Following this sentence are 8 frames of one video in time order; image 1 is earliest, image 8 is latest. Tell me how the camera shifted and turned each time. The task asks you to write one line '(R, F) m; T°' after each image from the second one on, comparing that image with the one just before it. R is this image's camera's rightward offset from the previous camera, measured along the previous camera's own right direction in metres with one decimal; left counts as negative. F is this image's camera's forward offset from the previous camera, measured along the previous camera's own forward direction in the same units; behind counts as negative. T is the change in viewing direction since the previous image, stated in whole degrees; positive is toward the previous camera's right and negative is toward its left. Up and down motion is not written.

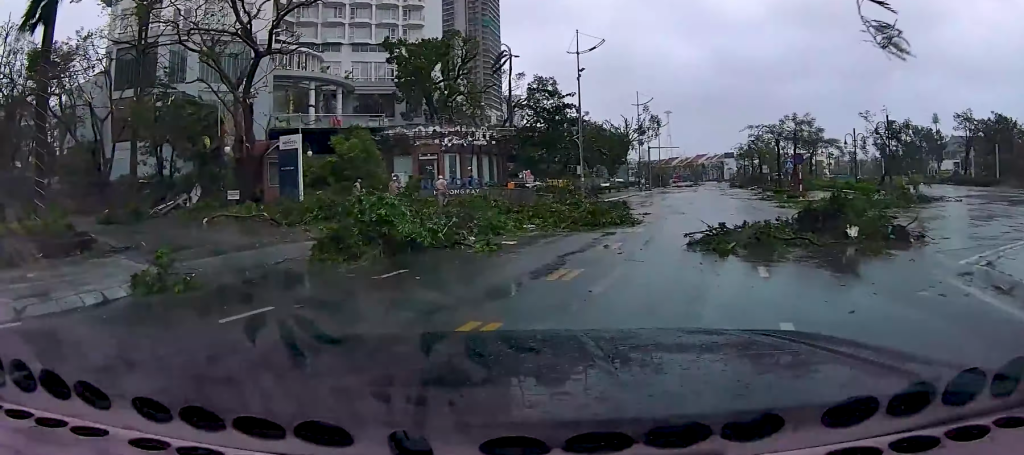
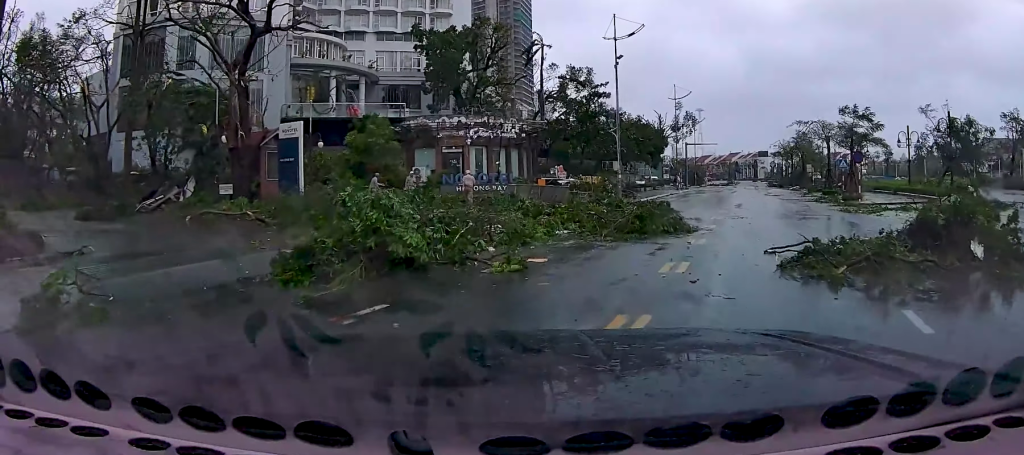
(0.0, +3.6) m; +1°
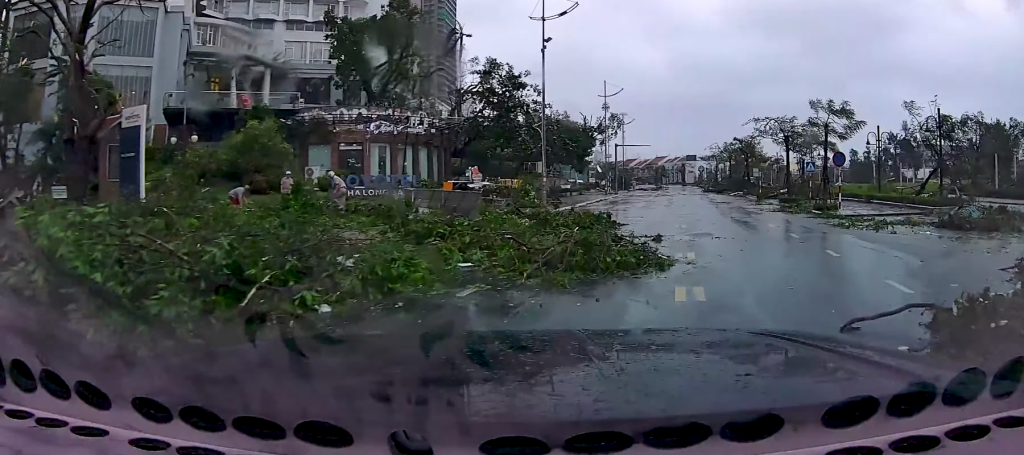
(+0.3, +6.0) m; +11°
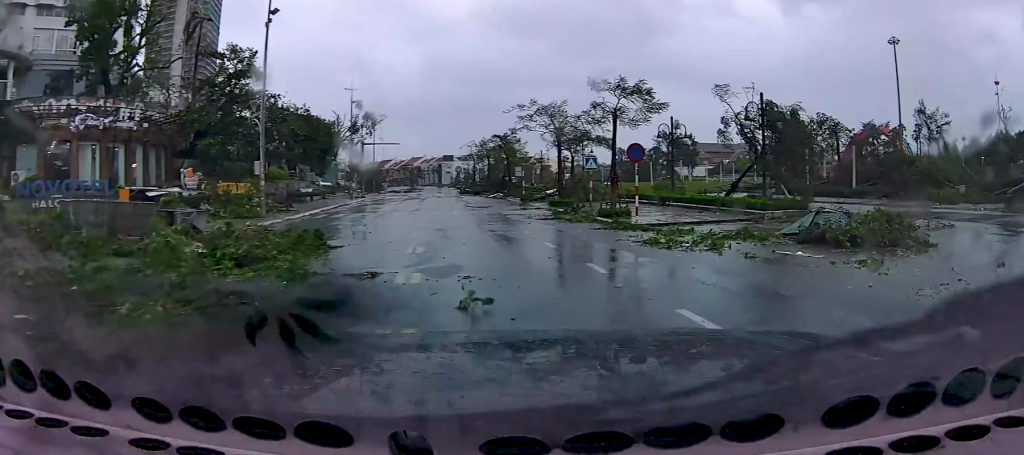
(+1.3, +6.2) m; +20°
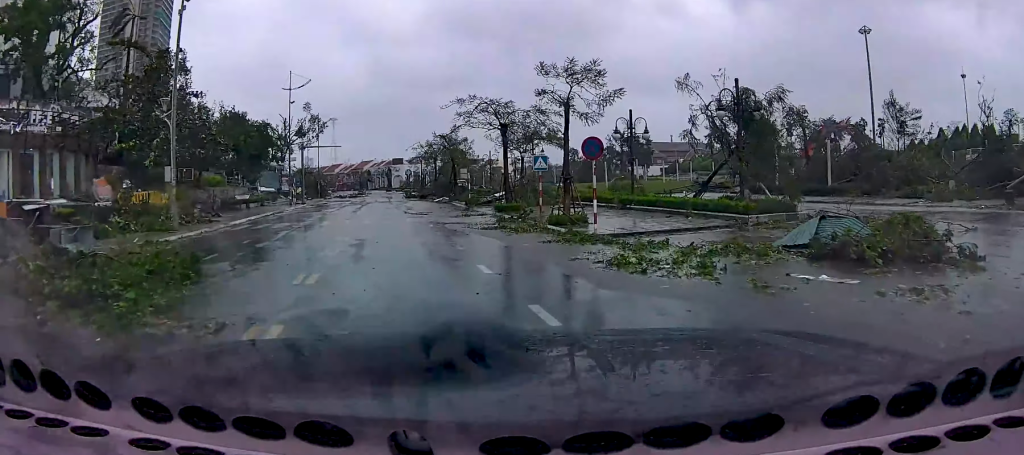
(+0.2, +3.4) m; +3°
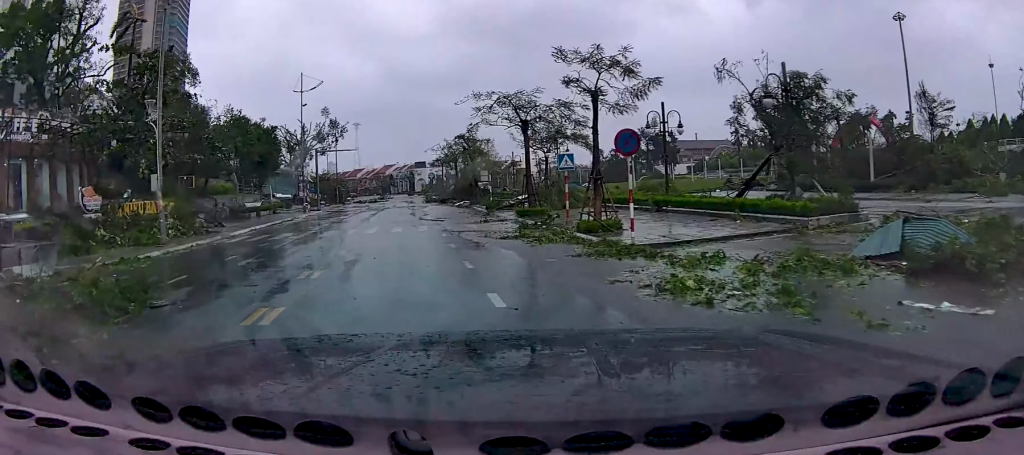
(+0.2, +2.4) m; -4°
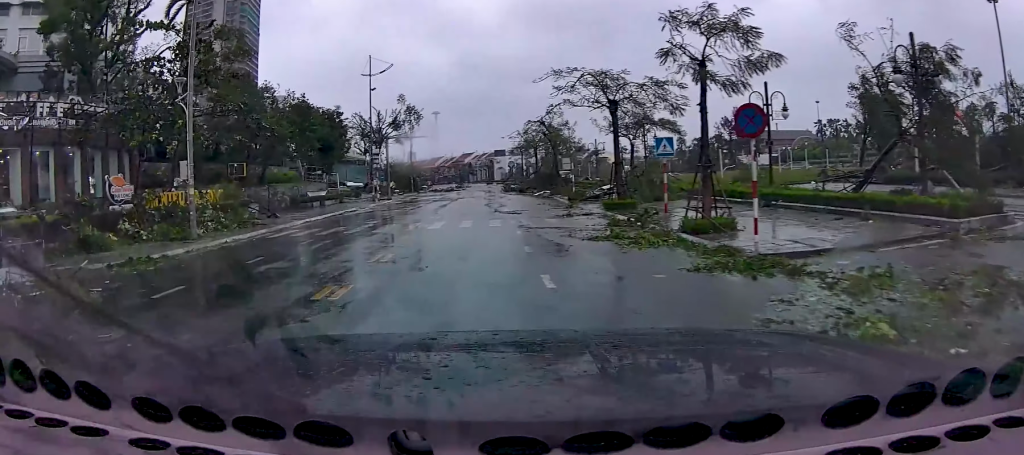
(-0.3, +3.2) m; -7°
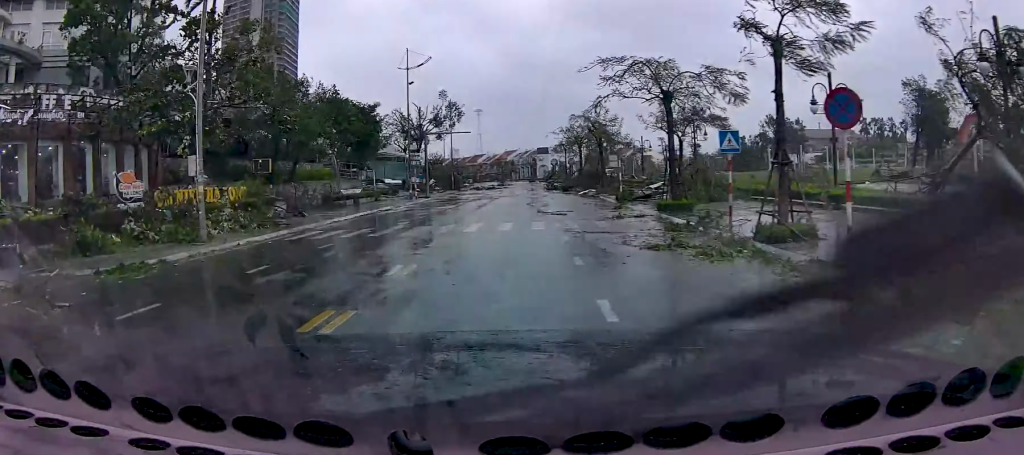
(-0.1, +2.1) m; -4°
